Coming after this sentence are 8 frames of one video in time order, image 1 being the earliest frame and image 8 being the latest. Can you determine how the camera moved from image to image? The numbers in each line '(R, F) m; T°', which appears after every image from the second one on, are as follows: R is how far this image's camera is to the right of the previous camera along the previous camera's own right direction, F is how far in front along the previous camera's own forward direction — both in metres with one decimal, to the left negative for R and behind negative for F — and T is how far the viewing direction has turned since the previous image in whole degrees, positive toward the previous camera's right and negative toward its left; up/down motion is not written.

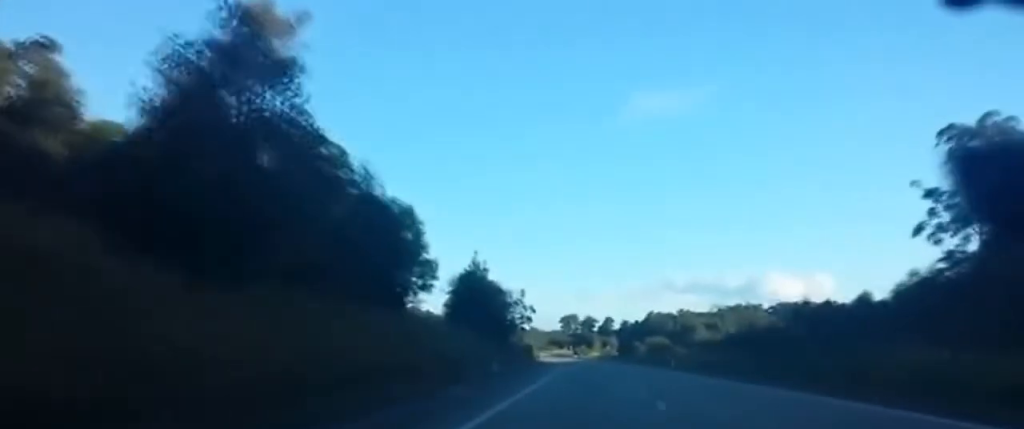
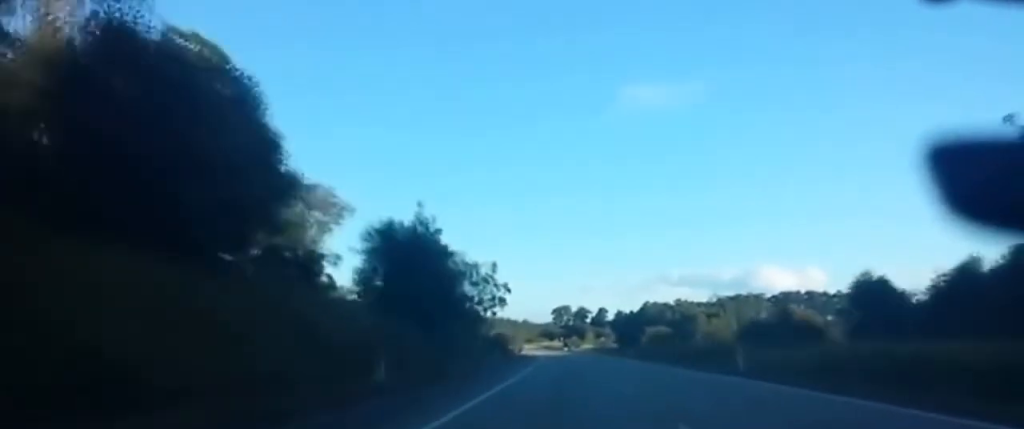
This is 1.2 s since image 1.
(-0.3, +35.0) m; +1°
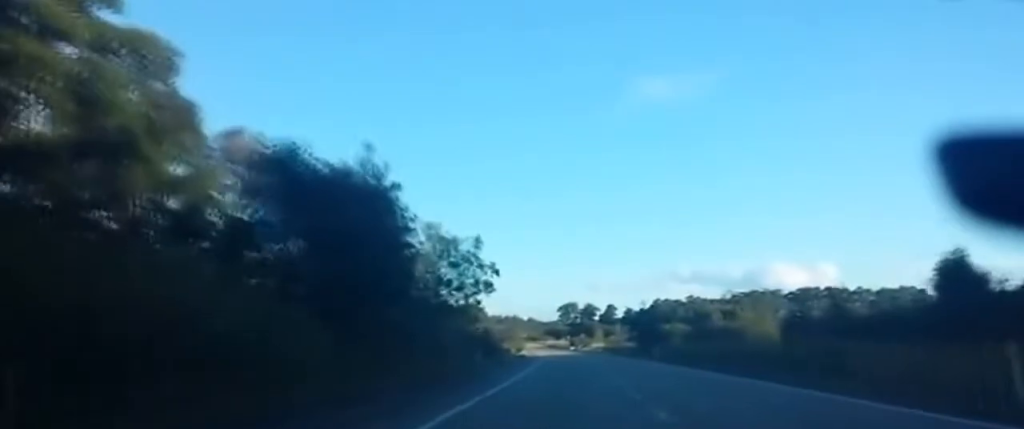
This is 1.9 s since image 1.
(+0.6, +22.7) m; 0°
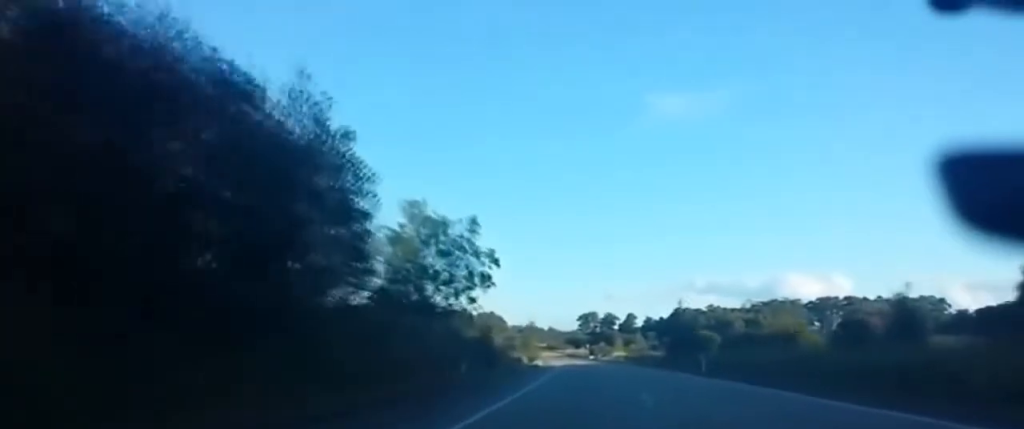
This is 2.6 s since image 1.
(+0.2, +19.6) m; 0°
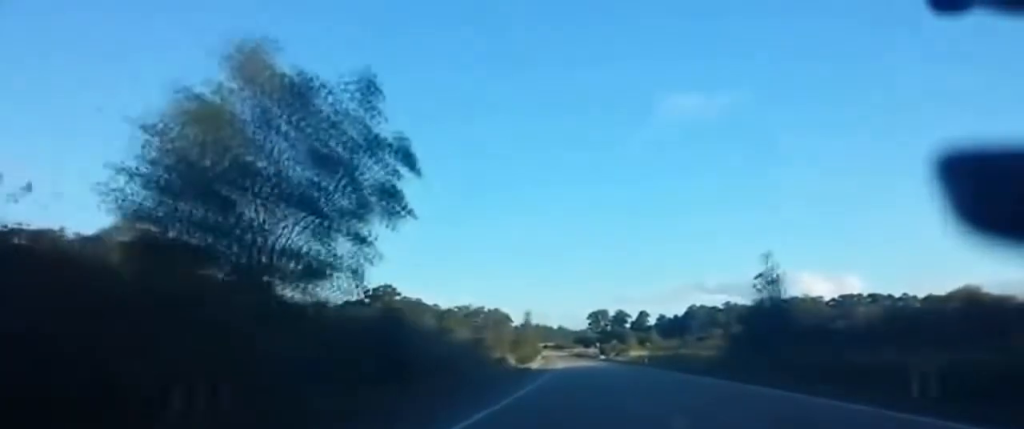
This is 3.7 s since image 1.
(-1.0, +33.5) m; -1°
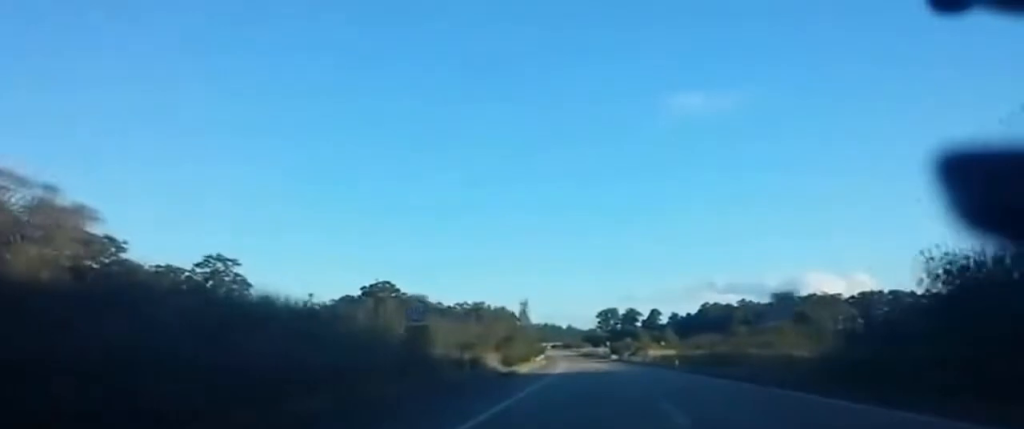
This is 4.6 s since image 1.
(+0.1, +24.8) m; 0°
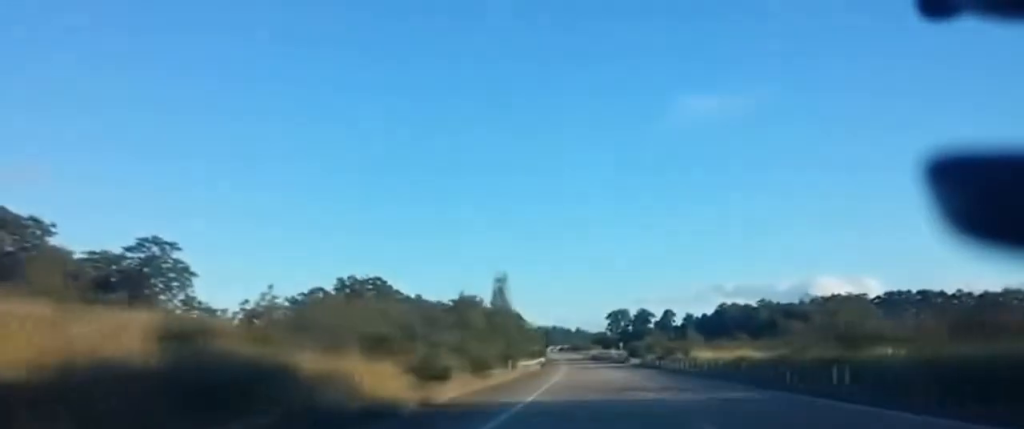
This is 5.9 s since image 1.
(-0.2, +41.2) m; -1°
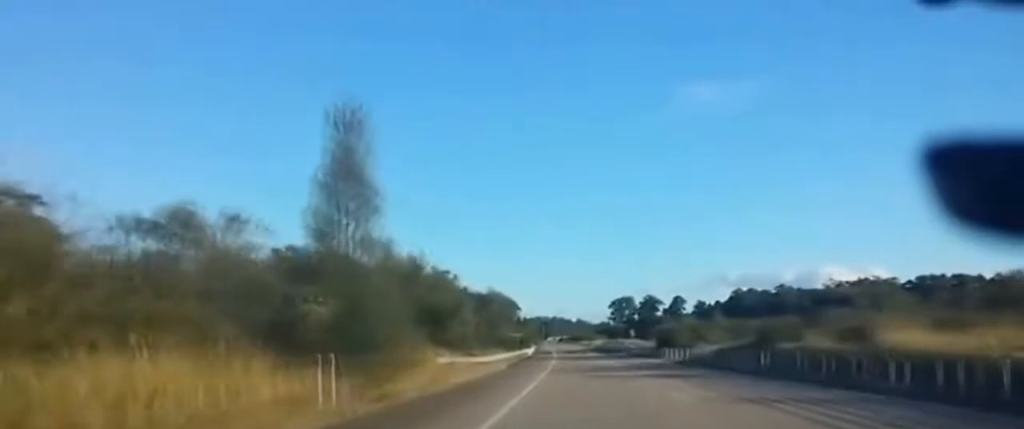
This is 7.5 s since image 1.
(-0.6, +49.3) m; -2°
